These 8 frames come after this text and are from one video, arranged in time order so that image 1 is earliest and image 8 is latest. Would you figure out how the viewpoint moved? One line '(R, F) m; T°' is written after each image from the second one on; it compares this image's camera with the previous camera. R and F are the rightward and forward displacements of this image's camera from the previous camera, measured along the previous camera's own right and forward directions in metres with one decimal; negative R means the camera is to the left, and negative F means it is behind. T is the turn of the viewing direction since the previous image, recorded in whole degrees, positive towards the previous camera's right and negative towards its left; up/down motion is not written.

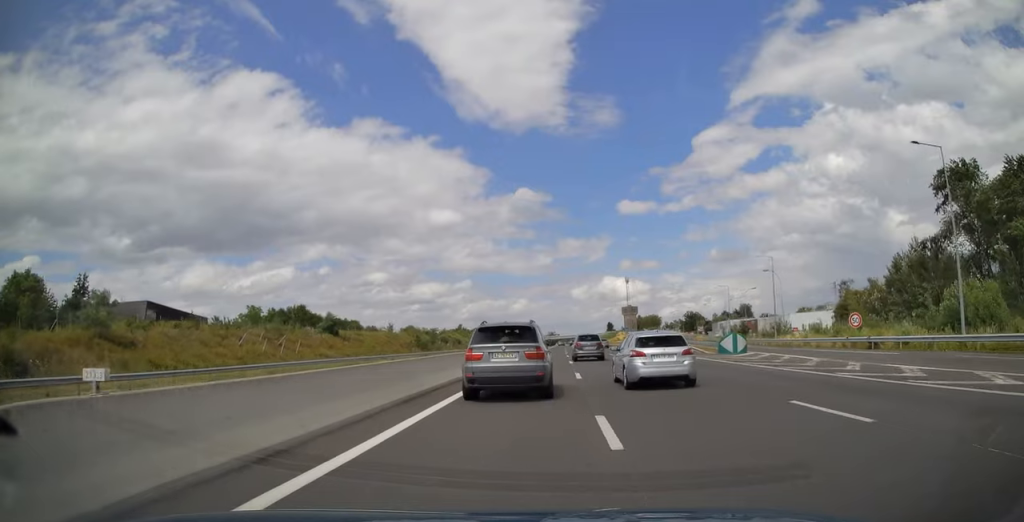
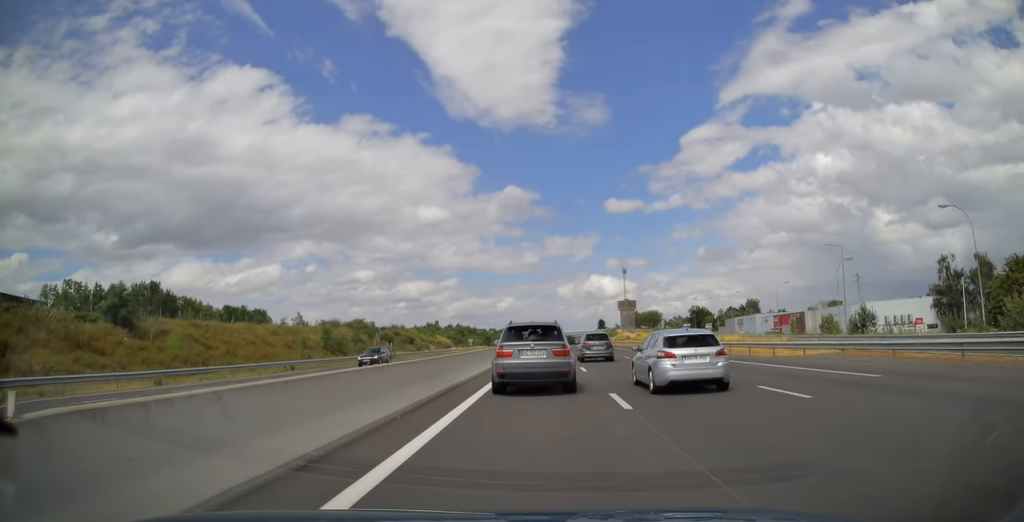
(+0.8, +52.2) m; +2°
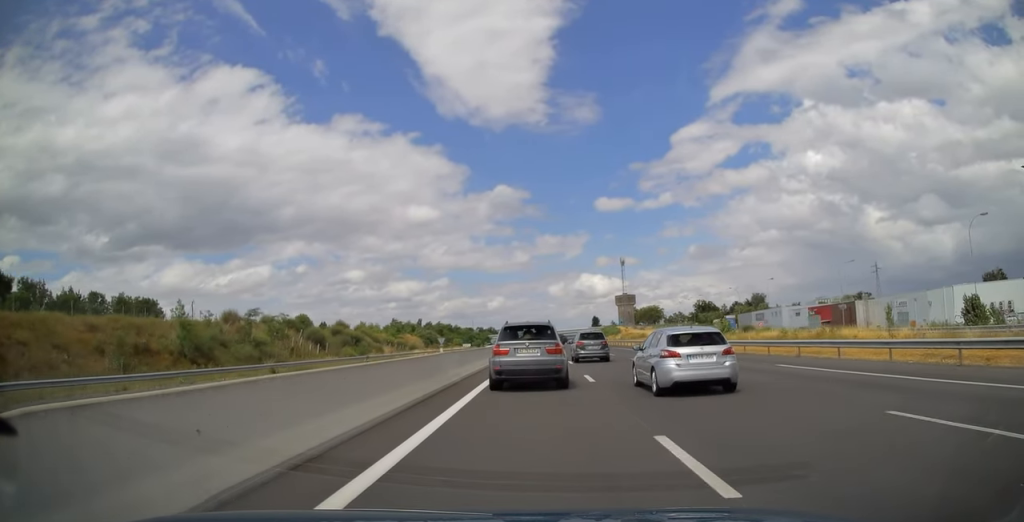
(+0.2, +35.0) m; 0°
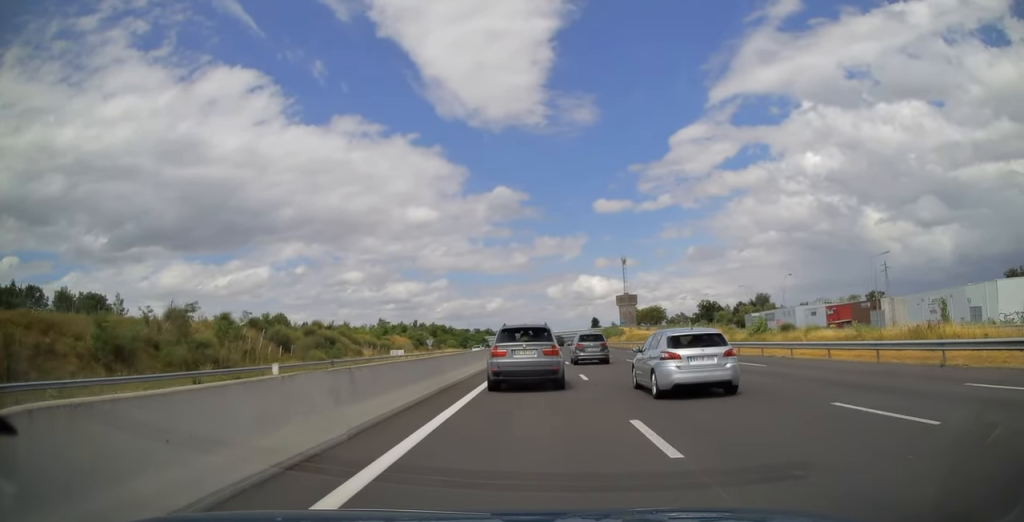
(0.0, +11.1) m; 0°
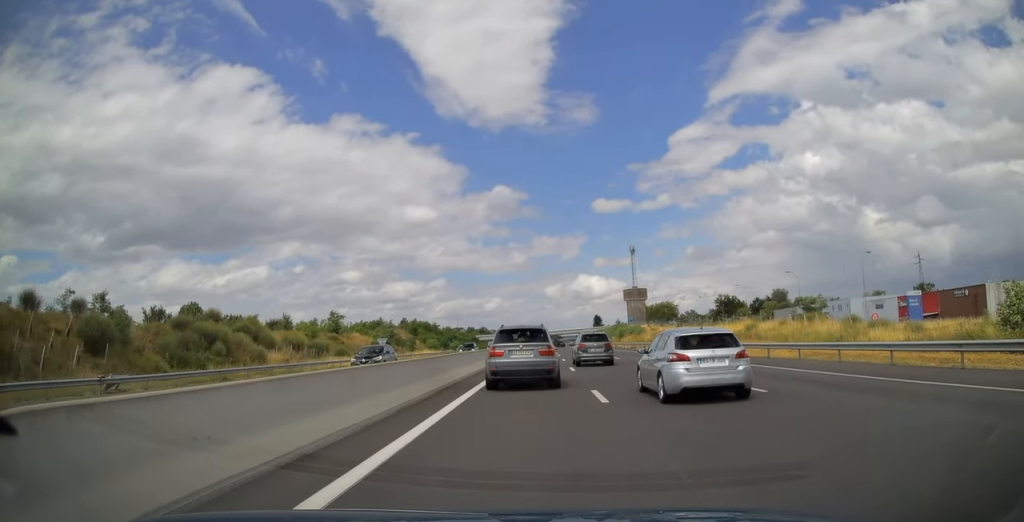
(+0.1, +32.9) m; 0°
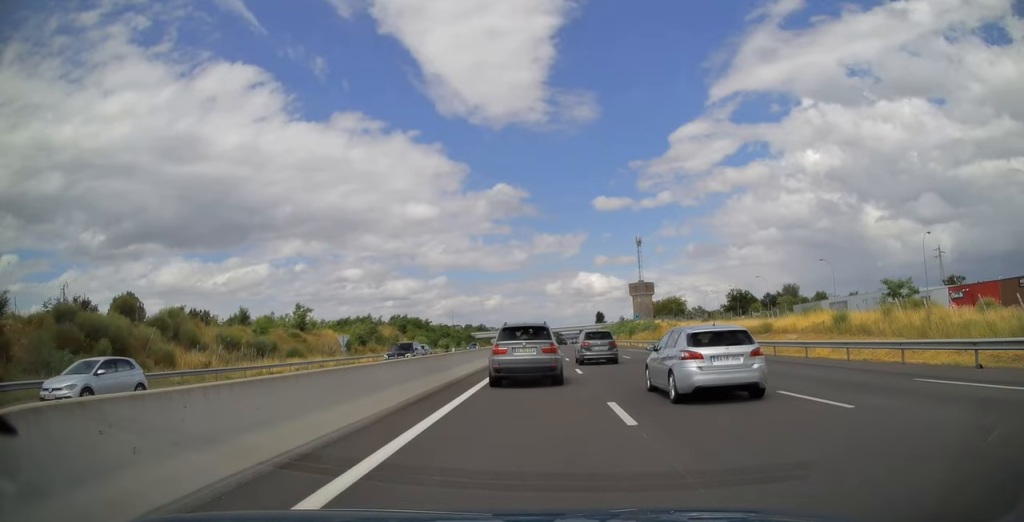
(0.0, +17.8) m; 0°
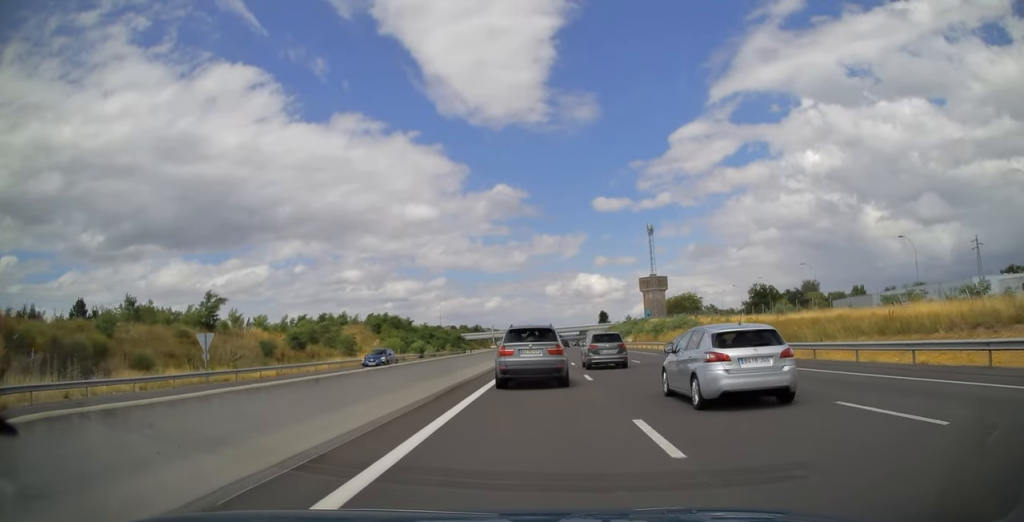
(0.0, +27.0) m; 0°
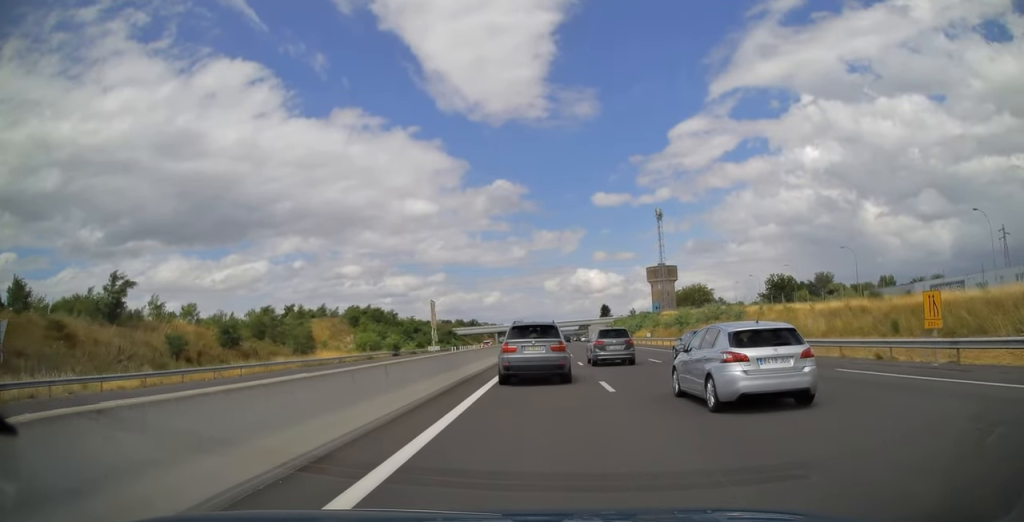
(0.0, +16.9) m; 0°
